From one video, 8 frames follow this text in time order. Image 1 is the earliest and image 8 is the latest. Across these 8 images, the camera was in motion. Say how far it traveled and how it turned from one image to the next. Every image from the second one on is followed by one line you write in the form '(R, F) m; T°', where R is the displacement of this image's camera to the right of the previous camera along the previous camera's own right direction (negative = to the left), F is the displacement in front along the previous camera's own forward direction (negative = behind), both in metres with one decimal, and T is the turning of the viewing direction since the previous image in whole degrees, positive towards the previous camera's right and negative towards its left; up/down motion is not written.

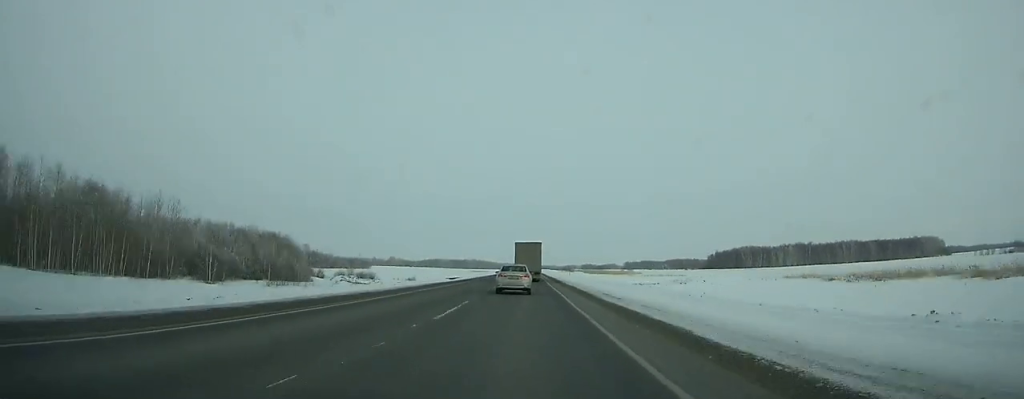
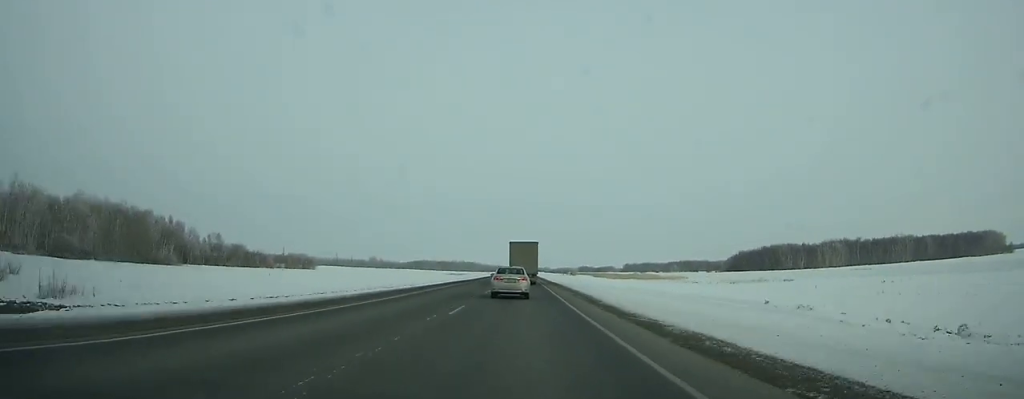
(+0.3, +94.5) m; 0°
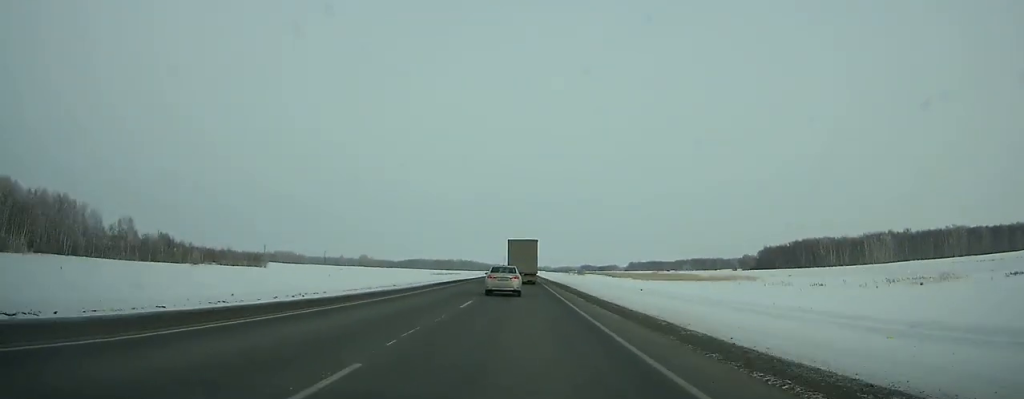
(-0.2, +62.6) m; 0°
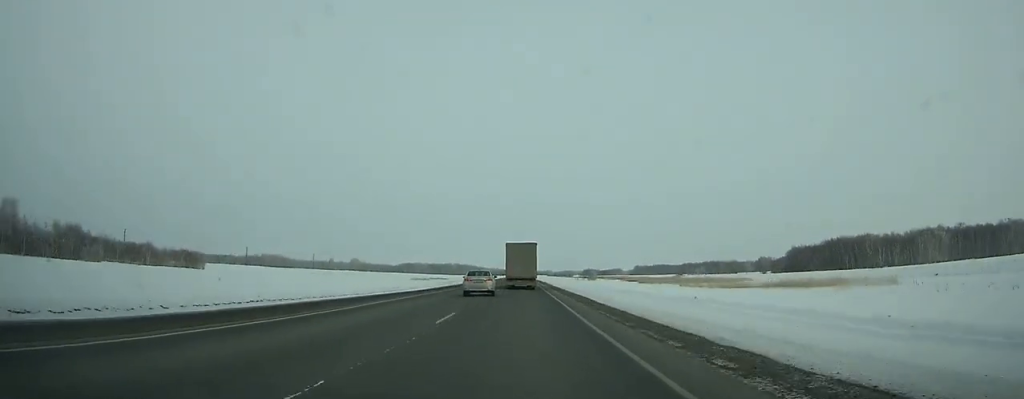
(+0.1, +54.7) m; 0°
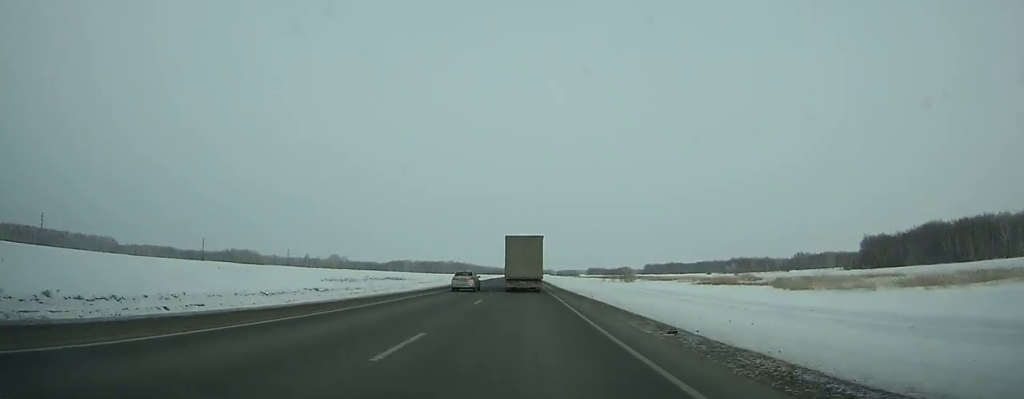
(-0.1, +104.5) m; -1°
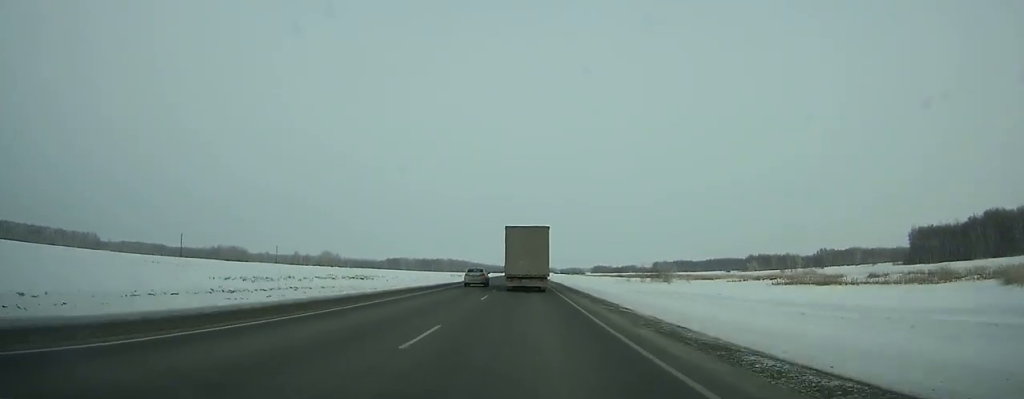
(-0.3, +48.2) m; -1°
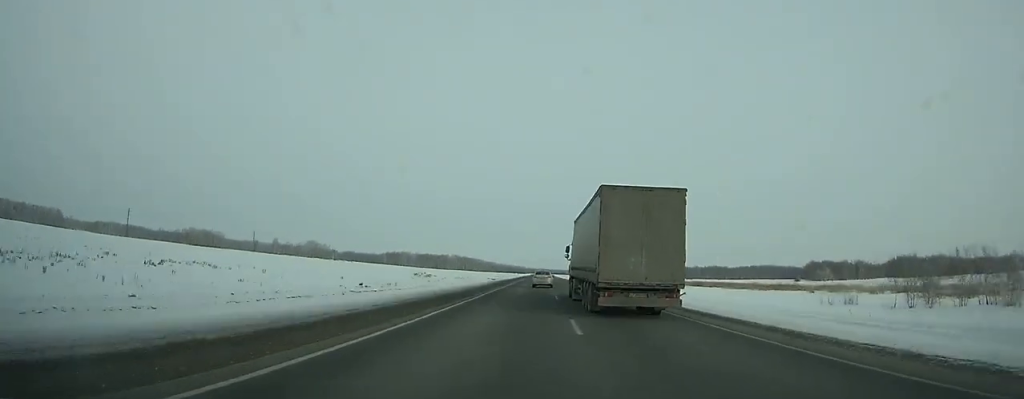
(-0.9, +111.3) m; 0°
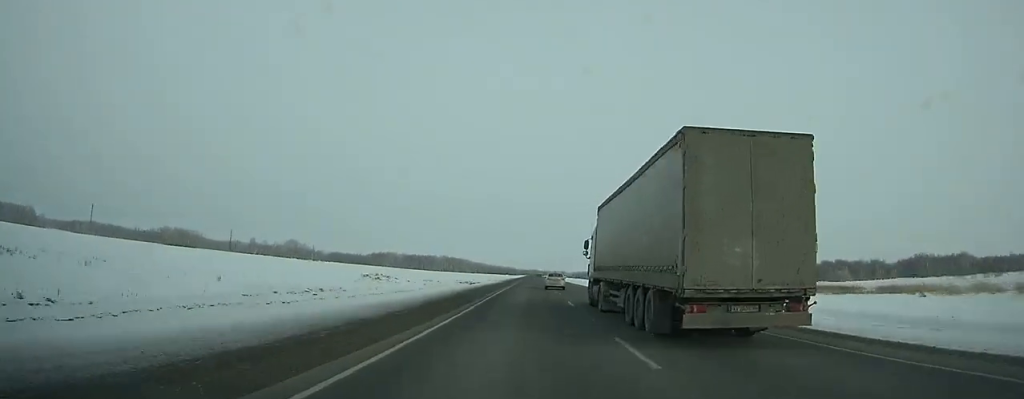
(+0.6, +36.4) m; +1°
